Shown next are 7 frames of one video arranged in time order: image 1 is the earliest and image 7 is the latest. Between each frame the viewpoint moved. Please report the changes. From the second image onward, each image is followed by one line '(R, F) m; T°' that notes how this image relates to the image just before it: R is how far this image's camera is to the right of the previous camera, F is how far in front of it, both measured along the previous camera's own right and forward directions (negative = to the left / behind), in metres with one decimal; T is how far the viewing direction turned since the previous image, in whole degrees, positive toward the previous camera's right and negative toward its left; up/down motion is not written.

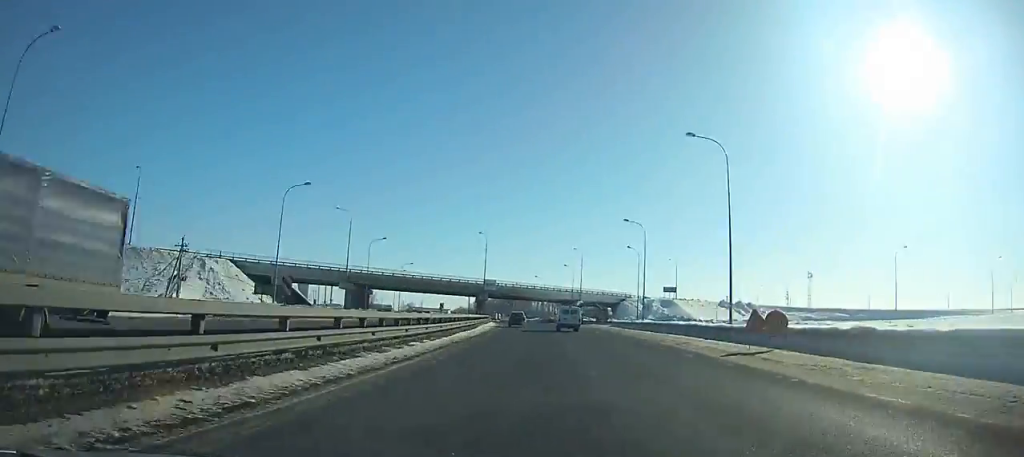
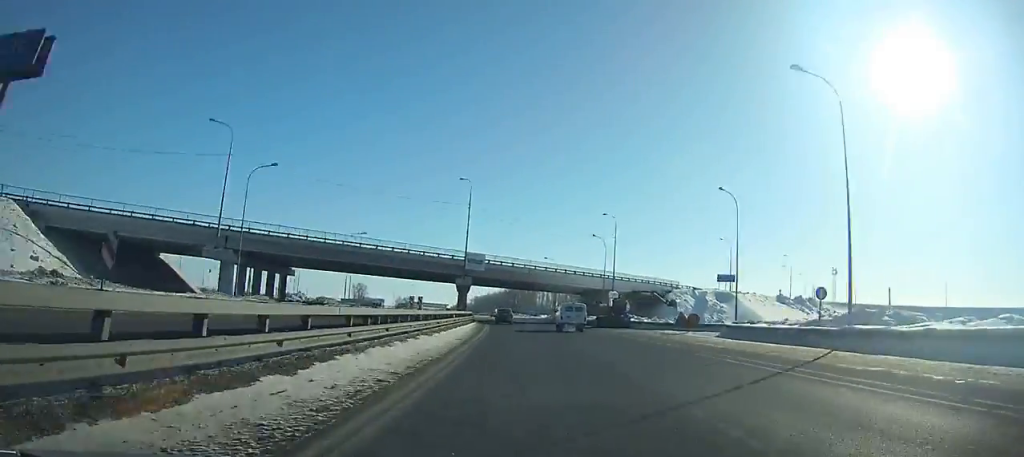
(-0.6, +42.8) m; -2°
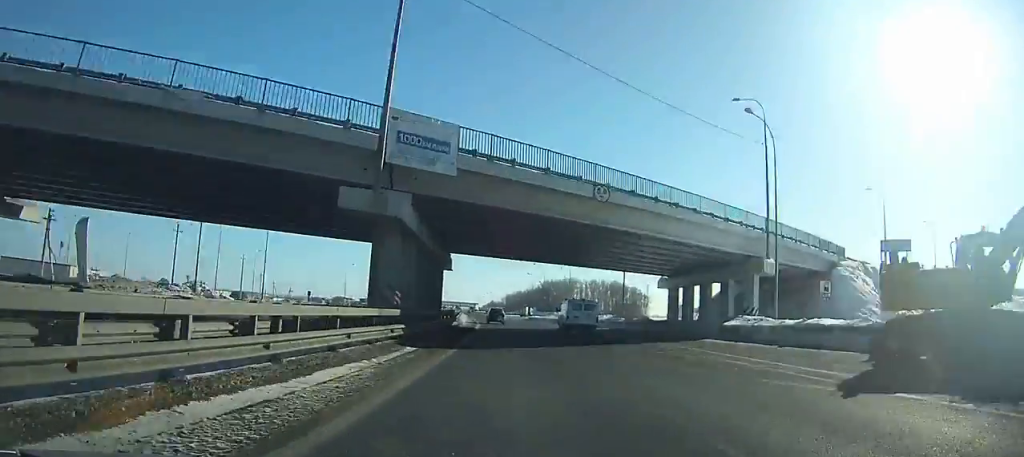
(-0.1, +48.3) m; -3°
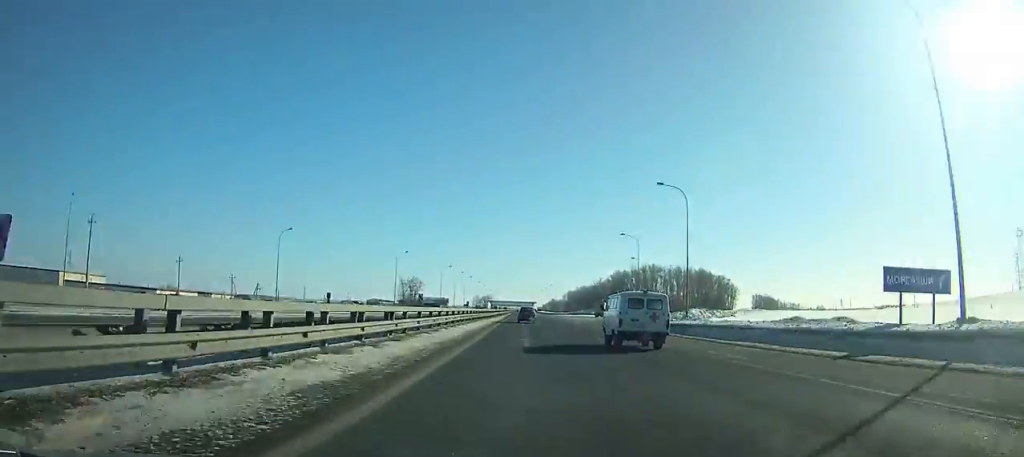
(-3.3, +76.9) m; -4°
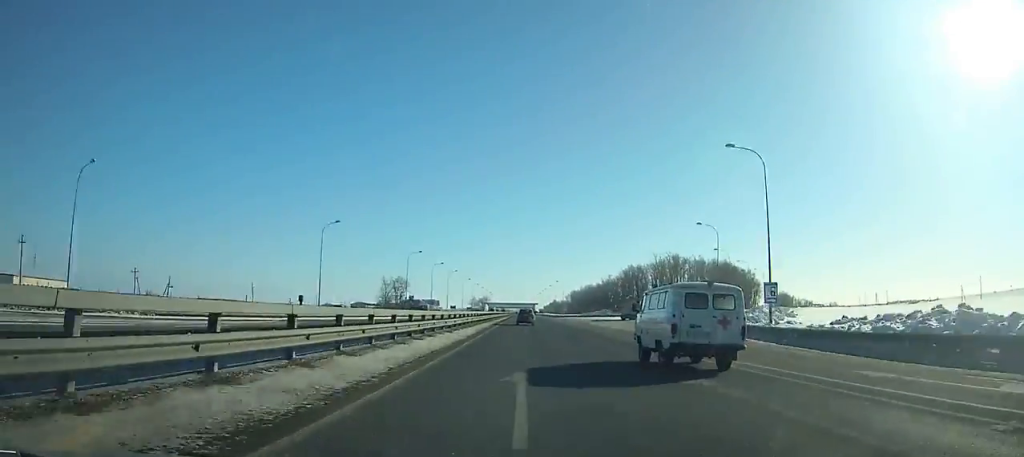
(-1.2, +43.2) m; -1°
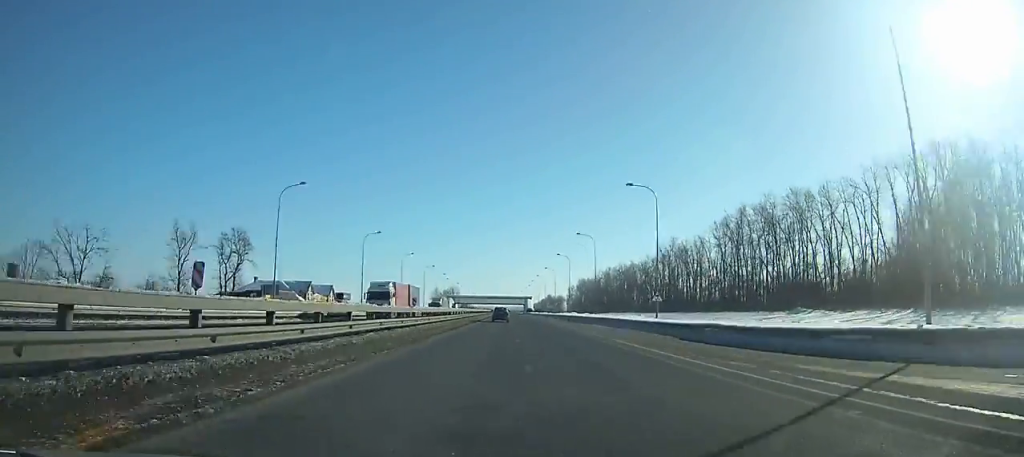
(-2.7, +181.0) m; 0°
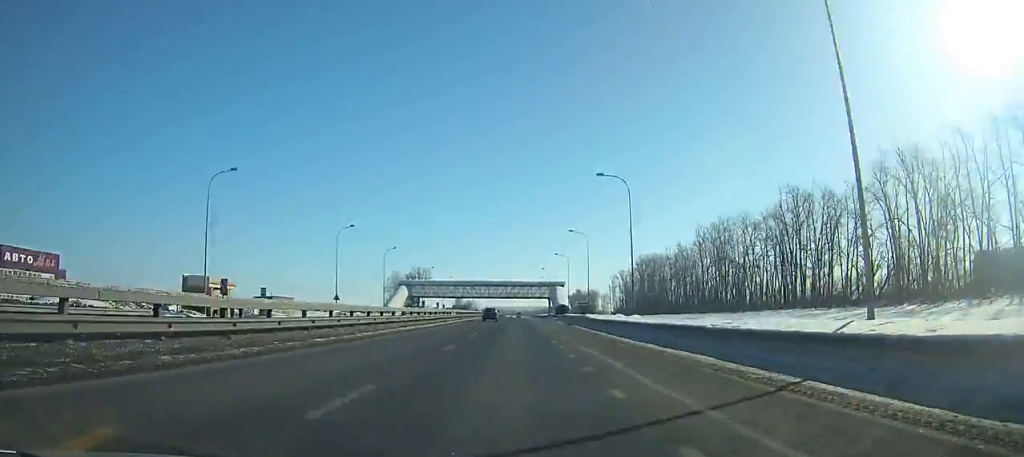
(+0.8, +161.5) m; 0°
